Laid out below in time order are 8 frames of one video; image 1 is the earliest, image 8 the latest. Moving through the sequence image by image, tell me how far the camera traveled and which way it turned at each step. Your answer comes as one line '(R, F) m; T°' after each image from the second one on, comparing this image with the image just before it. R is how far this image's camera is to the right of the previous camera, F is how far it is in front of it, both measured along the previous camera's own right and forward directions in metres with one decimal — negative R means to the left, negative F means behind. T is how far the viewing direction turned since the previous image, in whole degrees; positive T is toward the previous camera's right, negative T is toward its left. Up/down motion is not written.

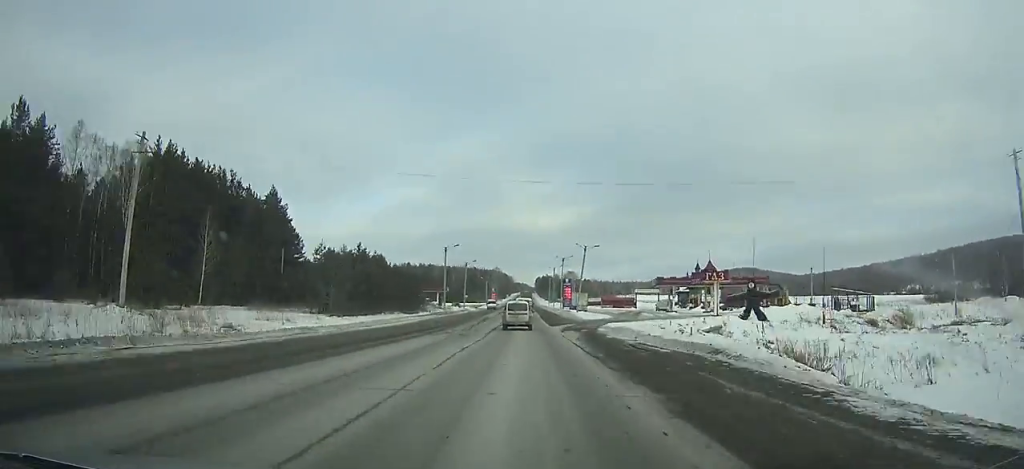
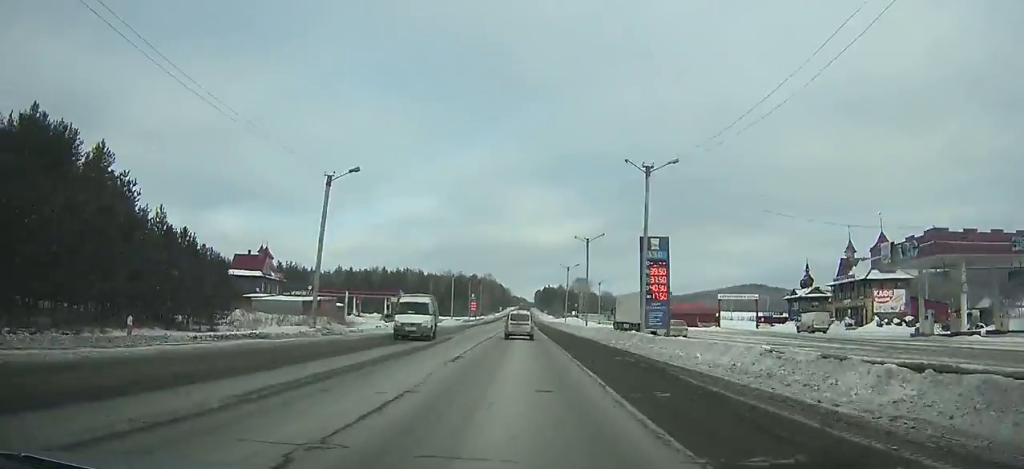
(+0.4, +74.3) m; +1°
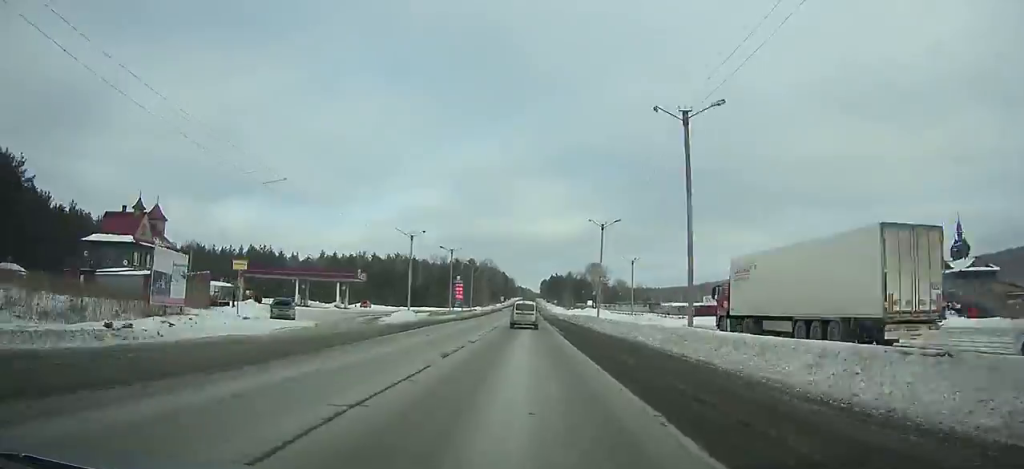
(+0.1, +36.2) m; 0°
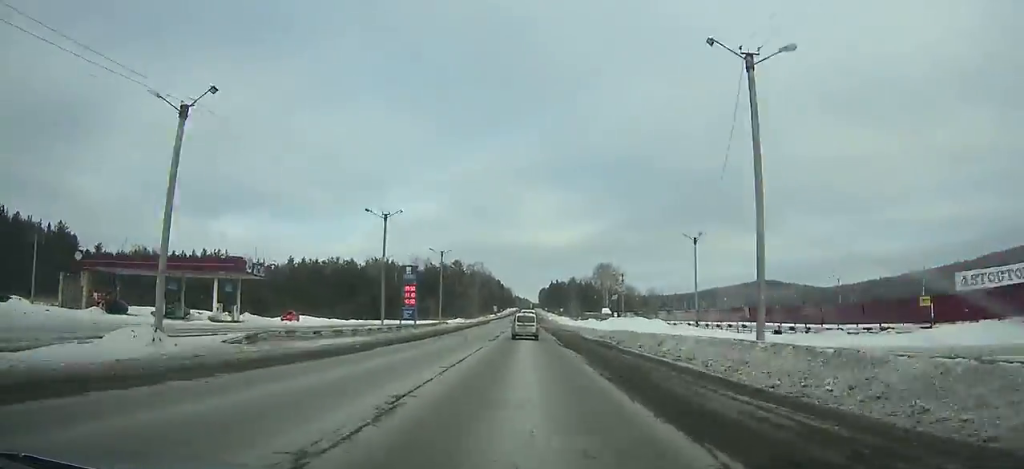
(-0.1, +38.5) m; 0°
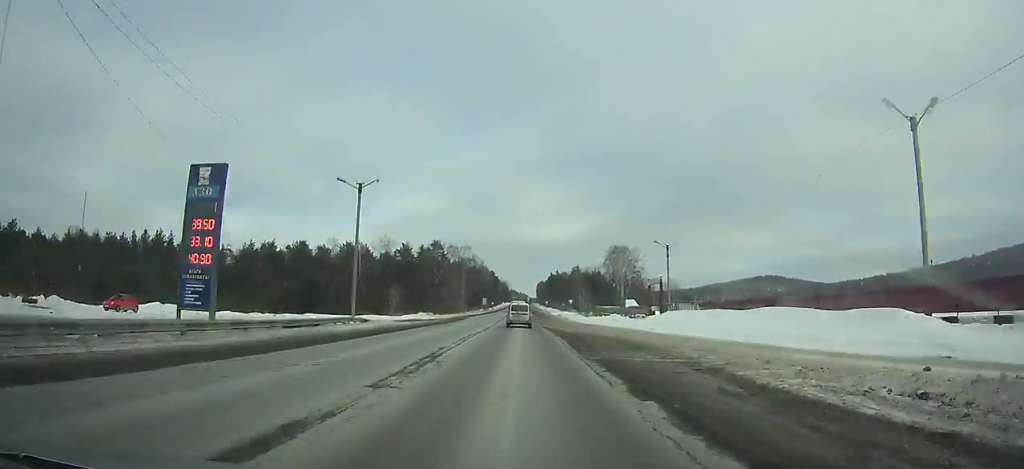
(0.0, +37.5) m; 0°
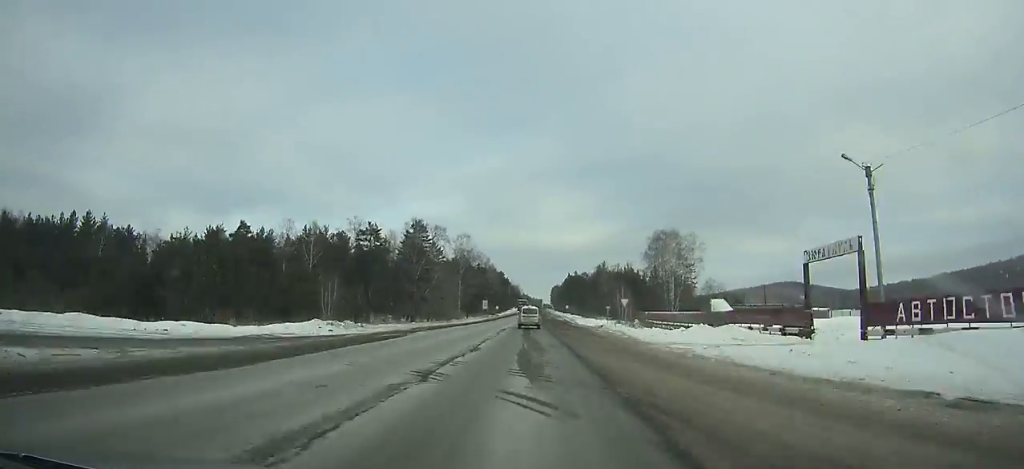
(-0.1, +43.7) m; 0°
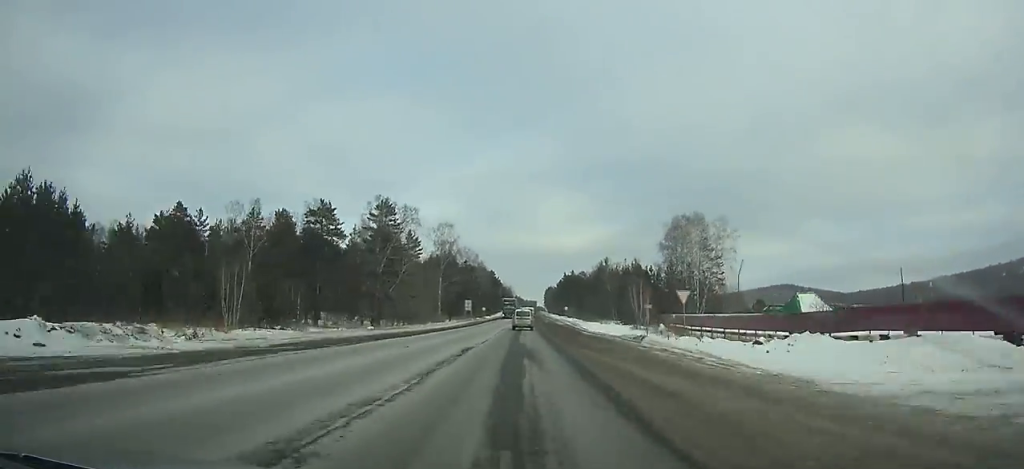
(-0.1, +22.2) m; 0°
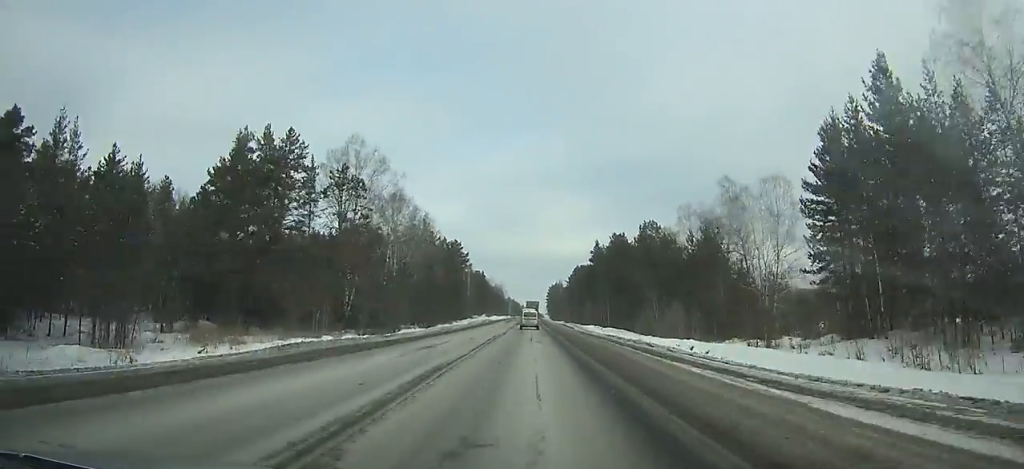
(-0.1, +132.0) m; +1°
